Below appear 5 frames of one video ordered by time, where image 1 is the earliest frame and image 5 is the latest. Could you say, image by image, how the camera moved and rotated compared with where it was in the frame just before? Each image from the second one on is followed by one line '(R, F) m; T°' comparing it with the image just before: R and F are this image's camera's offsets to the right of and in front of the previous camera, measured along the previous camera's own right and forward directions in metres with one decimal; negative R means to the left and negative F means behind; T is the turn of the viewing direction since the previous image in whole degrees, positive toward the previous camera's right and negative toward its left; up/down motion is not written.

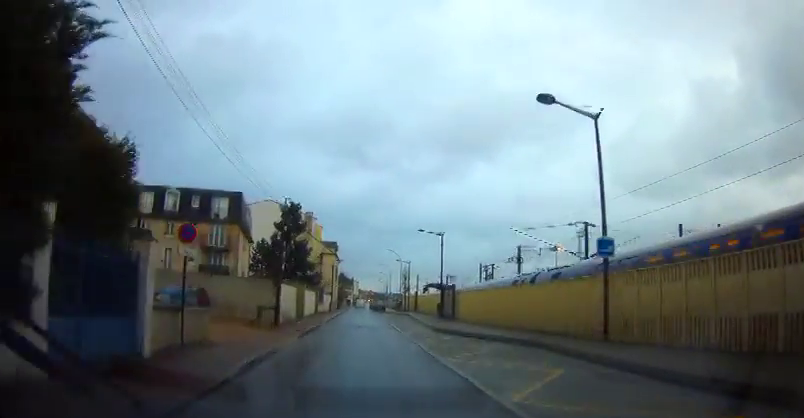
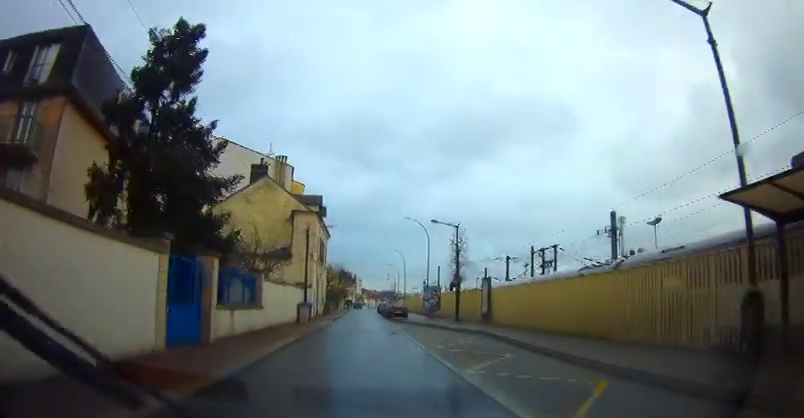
(-0.4, +31.4) m; -1°
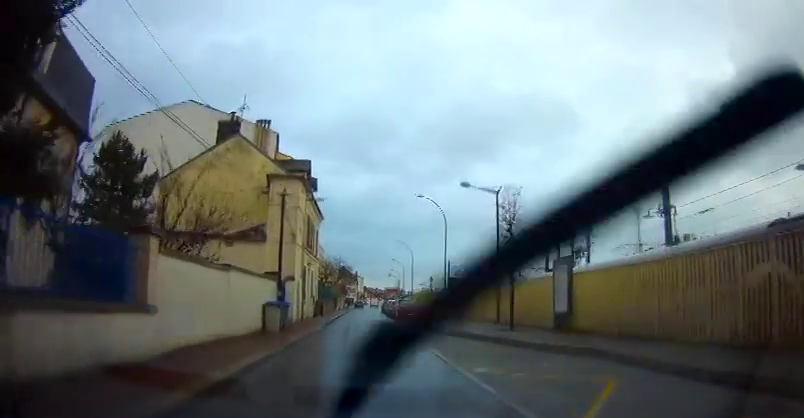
(-0.1, +10.2) m; -1°
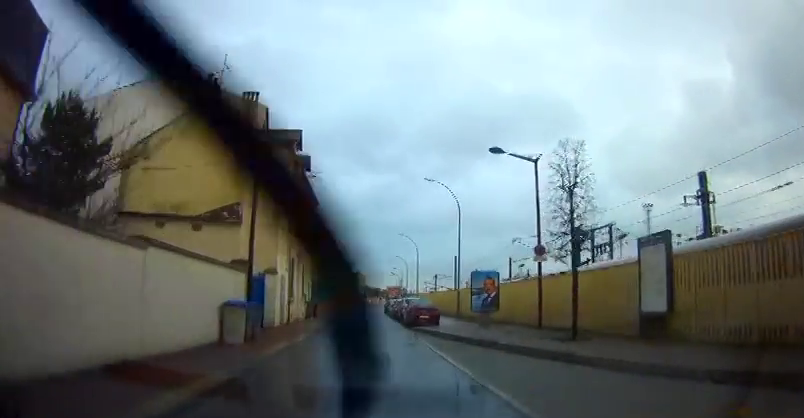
(-0.1, +5.6) m; 0°
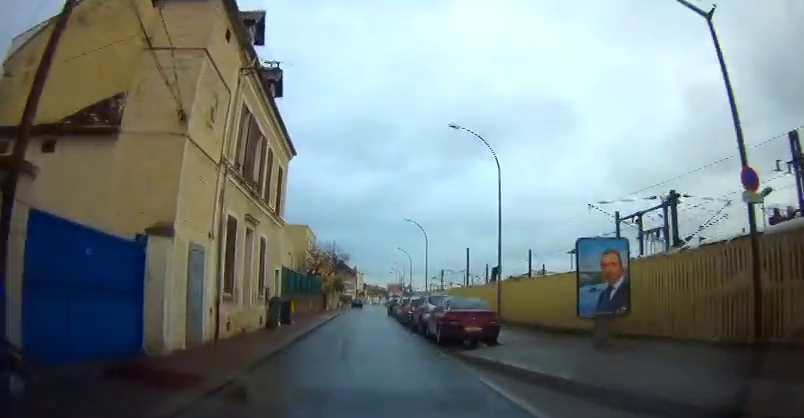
(0.0, +11.5) m; 0°
